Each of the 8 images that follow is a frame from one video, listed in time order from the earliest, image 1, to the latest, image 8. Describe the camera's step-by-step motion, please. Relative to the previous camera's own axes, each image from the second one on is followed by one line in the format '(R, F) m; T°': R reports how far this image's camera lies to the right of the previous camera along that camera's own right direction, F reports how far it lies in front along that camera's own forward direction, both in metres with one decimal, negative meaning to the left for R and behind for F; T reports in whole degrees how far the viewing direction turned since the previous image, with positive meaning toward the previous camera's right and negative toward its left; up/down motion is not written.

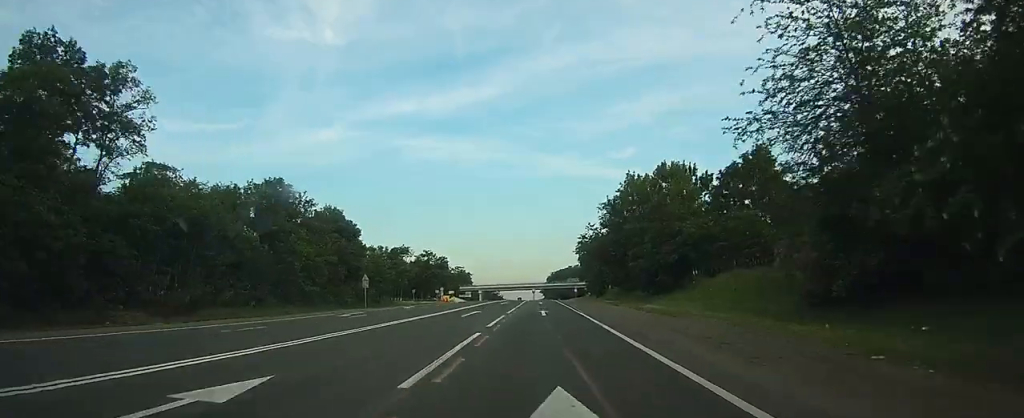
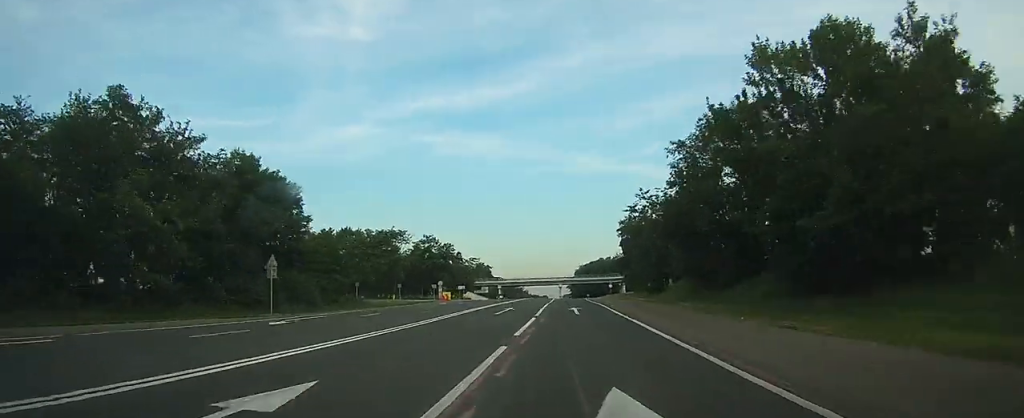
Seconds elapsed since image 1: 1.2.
(0.0, +28.2) m; 0°
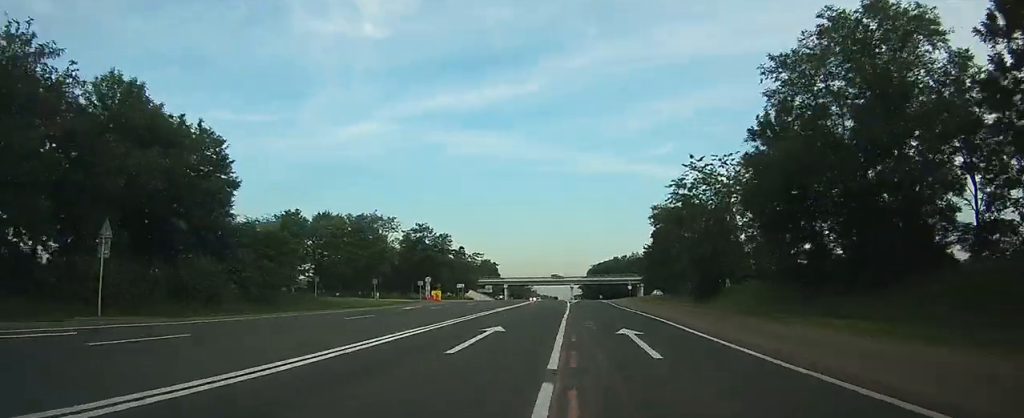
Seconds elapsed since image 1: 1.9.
(0.0, +17.1) m; 0°
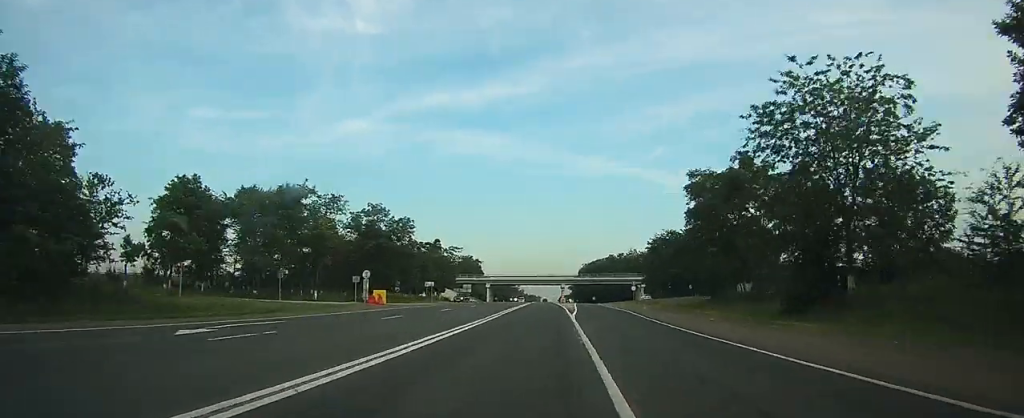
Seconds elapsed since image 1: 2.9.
(-0.1, +21.7) m; -1°
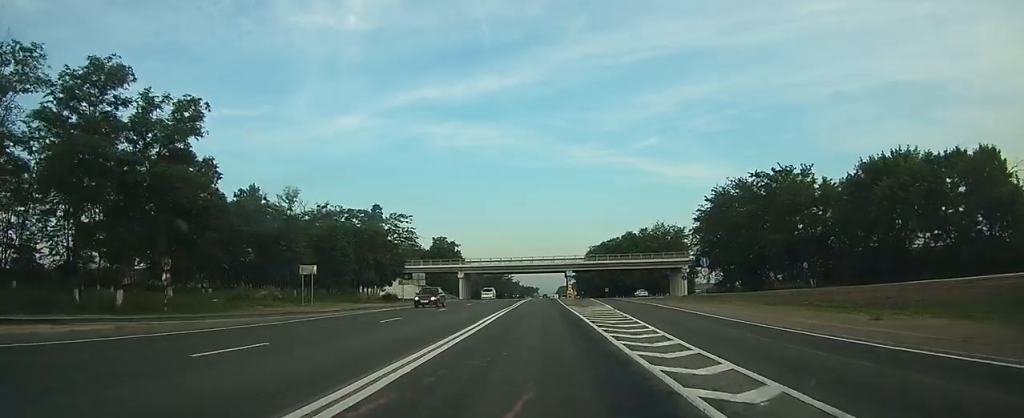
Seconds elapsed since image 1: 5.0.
(-0.2, +49.9) m; 0°
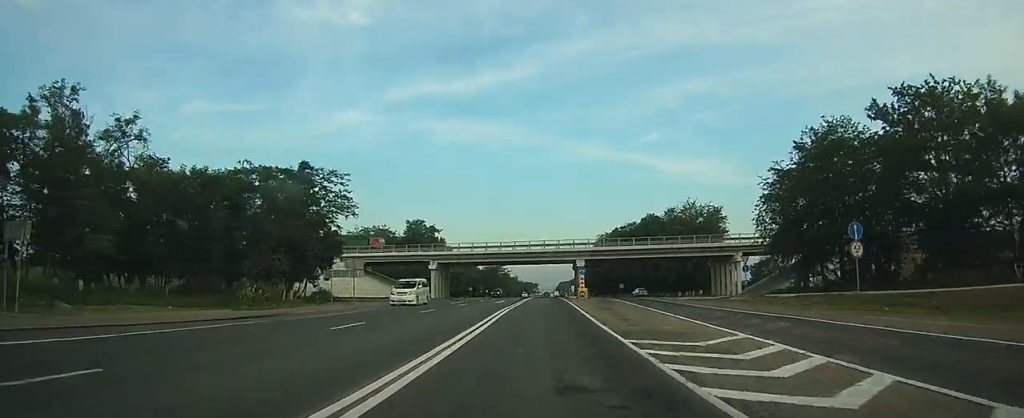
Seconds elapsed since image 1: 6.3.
(0.0, +29.2) m; 0°
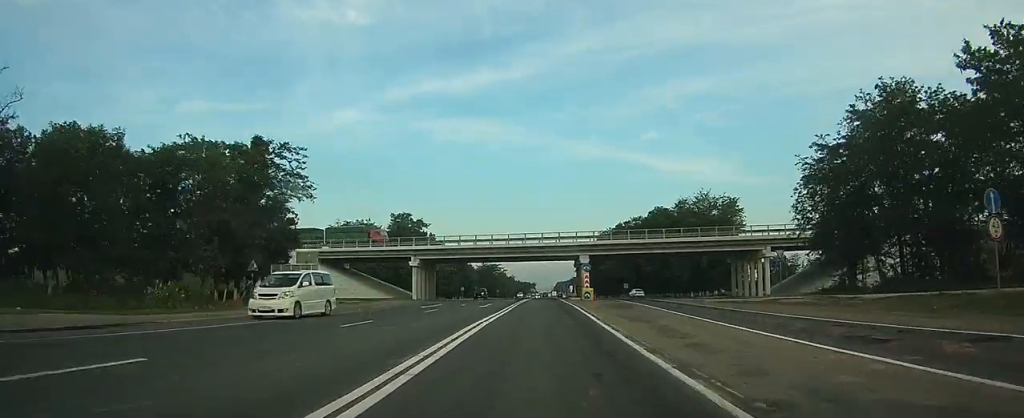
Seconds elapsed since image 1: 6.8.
(0.0, +10.8) m; 0°
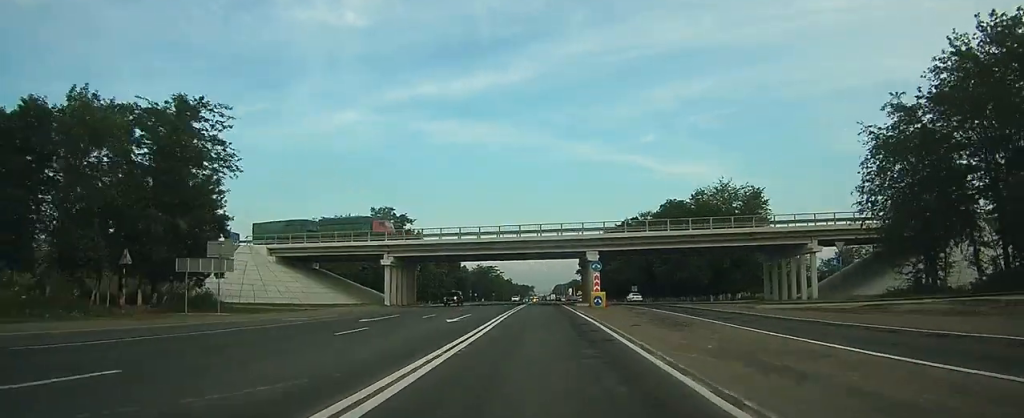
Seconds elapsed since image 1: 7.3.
(0.0, +12.4) m; 0°
